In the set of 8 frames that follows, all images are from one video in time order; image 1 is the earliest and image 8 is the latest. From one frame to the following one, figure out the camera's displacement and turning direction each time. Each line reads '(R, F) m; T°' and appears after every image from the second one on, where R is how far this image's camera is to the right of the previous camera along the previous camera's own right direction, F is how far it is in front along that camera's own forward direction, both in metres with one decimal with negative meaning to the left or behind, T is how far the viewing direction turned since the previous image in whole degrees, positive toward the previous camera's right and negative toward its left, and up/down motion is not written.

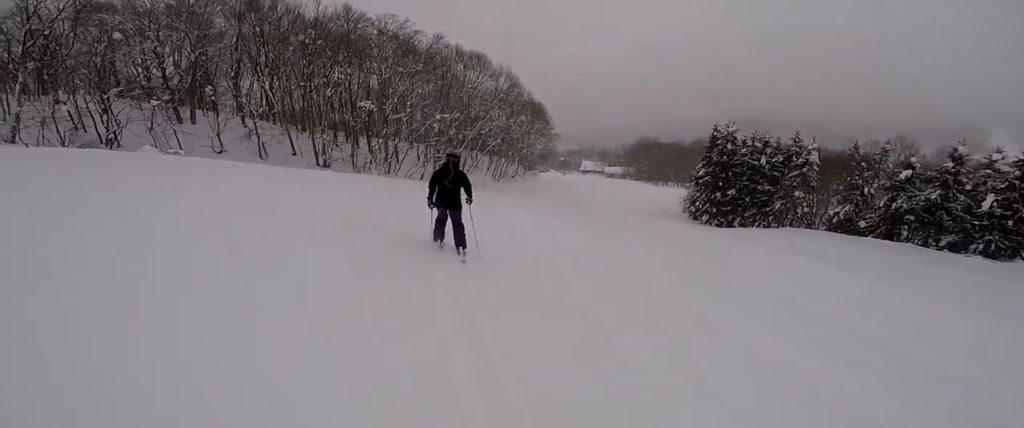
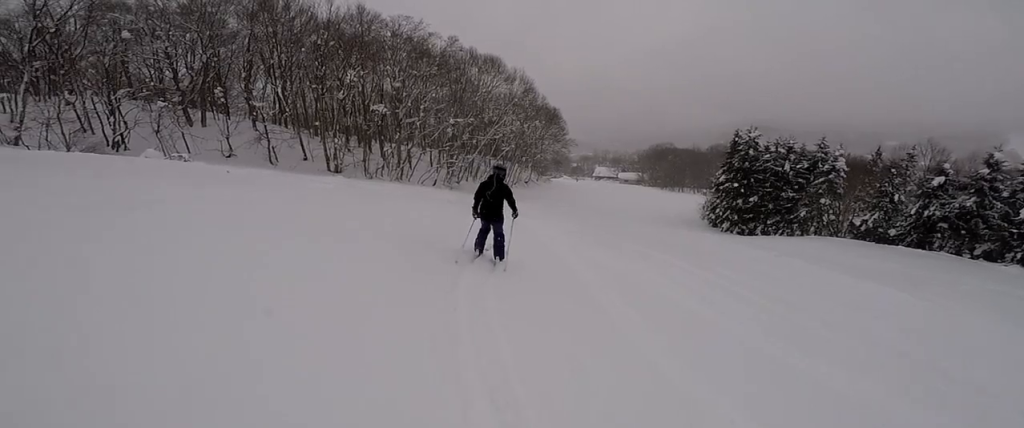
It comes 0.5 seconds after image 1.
(-0.6, +1.7) m; -3°
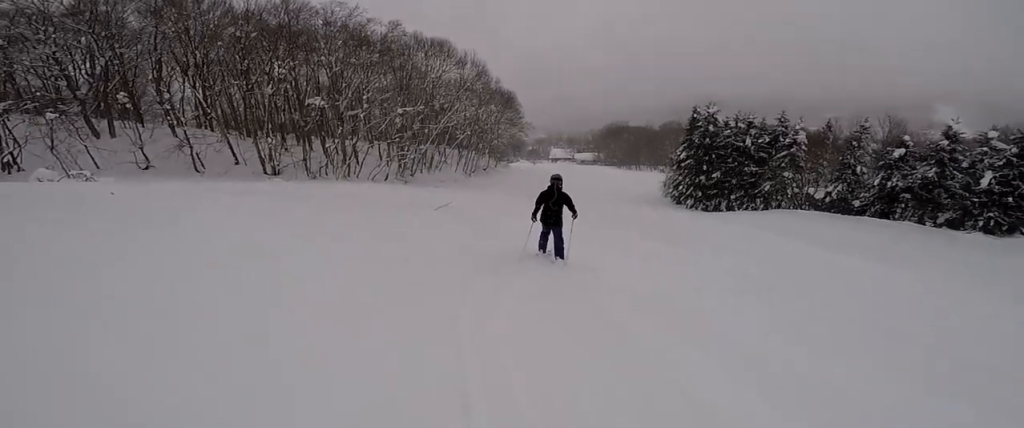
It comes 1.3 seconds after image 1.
(-0.1, +2.9) m; +15°
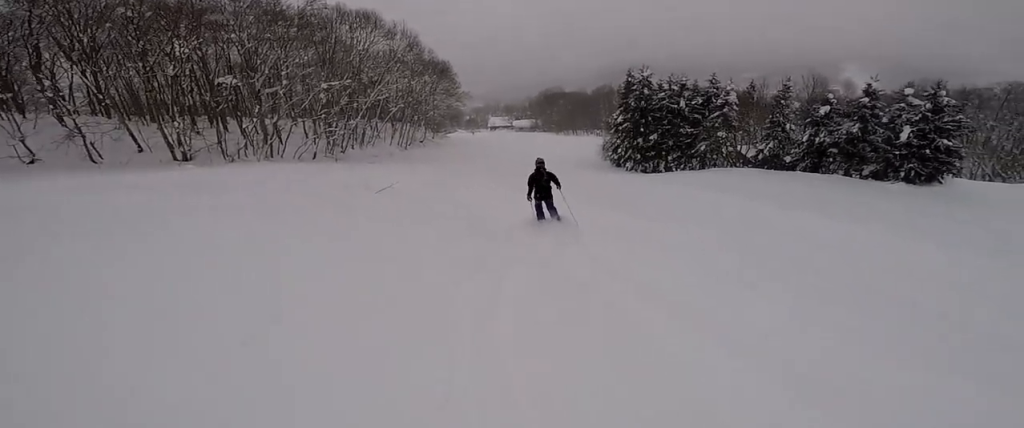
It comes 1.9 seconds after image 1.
(-0.1, +2.0) m; +20°
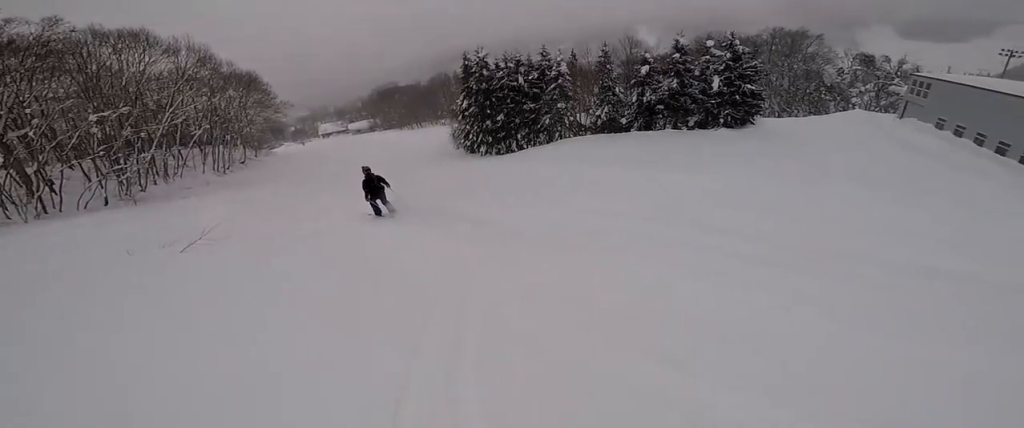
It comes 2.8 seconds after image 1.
(+1.4, +3.1) m; +23°
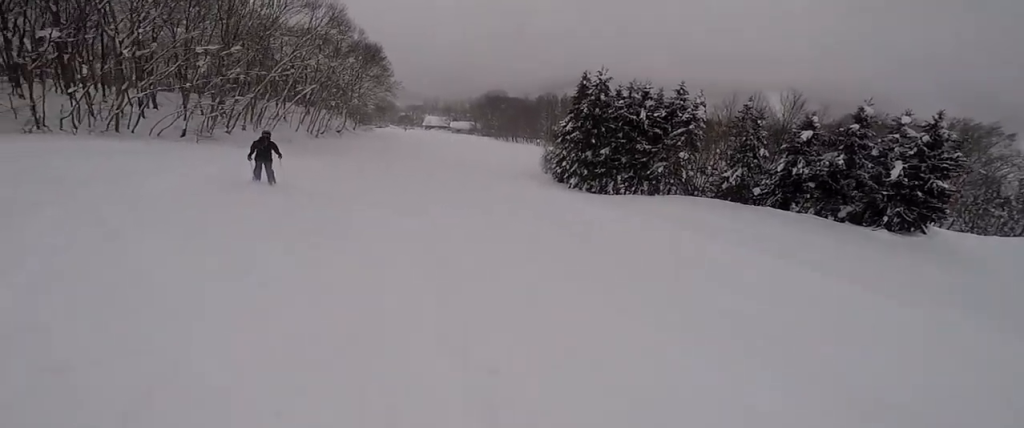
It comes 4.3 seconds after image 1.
(-0.5, +6.5) m; -16°
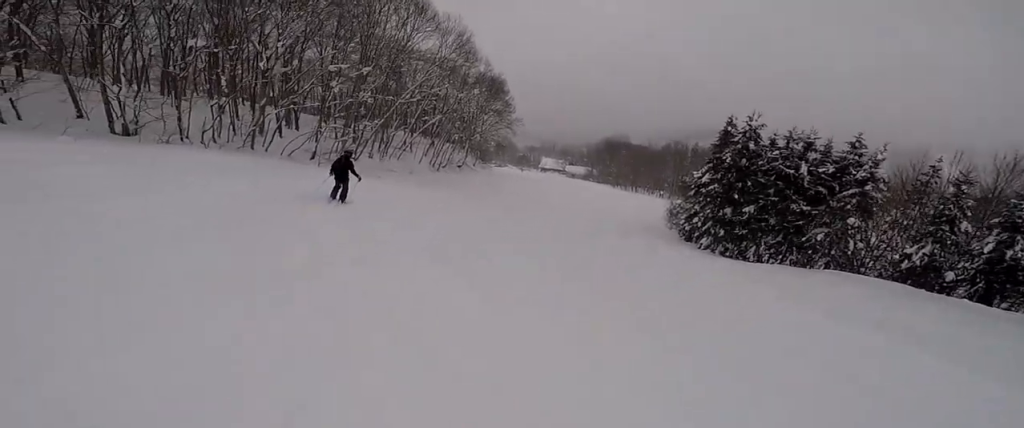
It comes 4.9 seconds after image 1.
(-0.4, +2.9) m; -8°
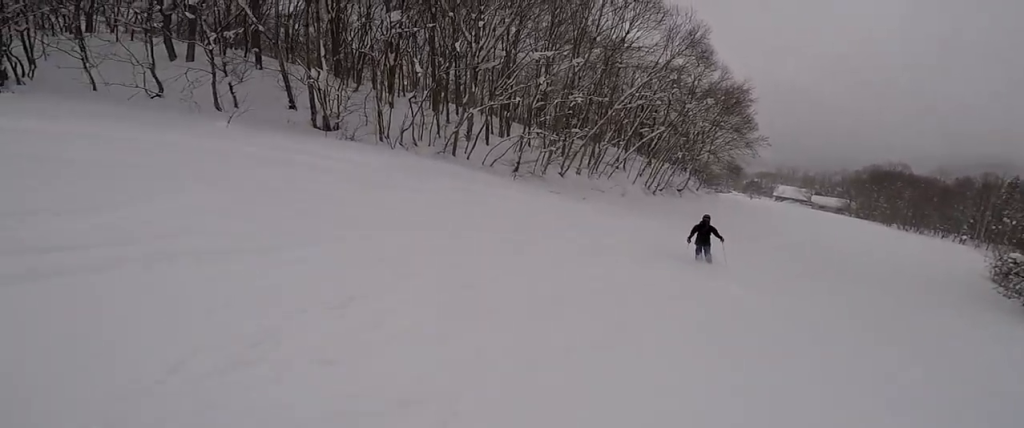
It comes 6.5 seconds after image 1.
(-0.7, +7.5) m; -13°
